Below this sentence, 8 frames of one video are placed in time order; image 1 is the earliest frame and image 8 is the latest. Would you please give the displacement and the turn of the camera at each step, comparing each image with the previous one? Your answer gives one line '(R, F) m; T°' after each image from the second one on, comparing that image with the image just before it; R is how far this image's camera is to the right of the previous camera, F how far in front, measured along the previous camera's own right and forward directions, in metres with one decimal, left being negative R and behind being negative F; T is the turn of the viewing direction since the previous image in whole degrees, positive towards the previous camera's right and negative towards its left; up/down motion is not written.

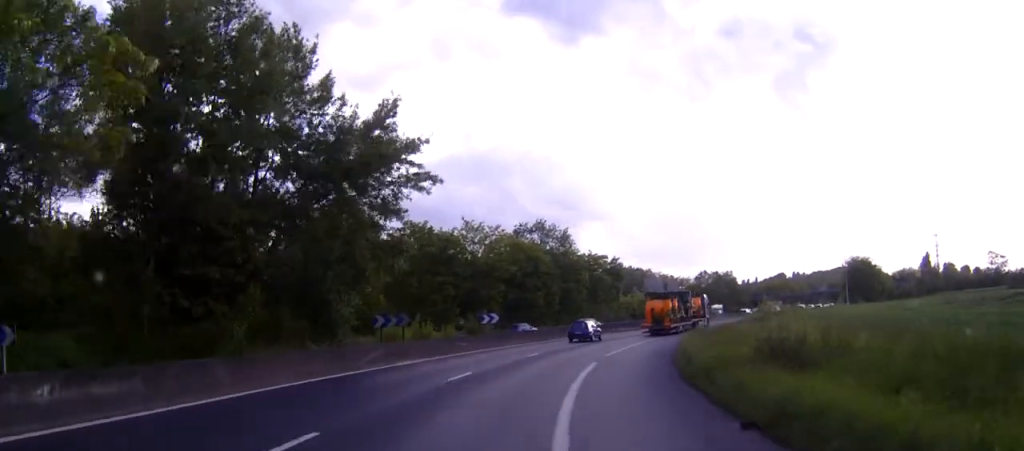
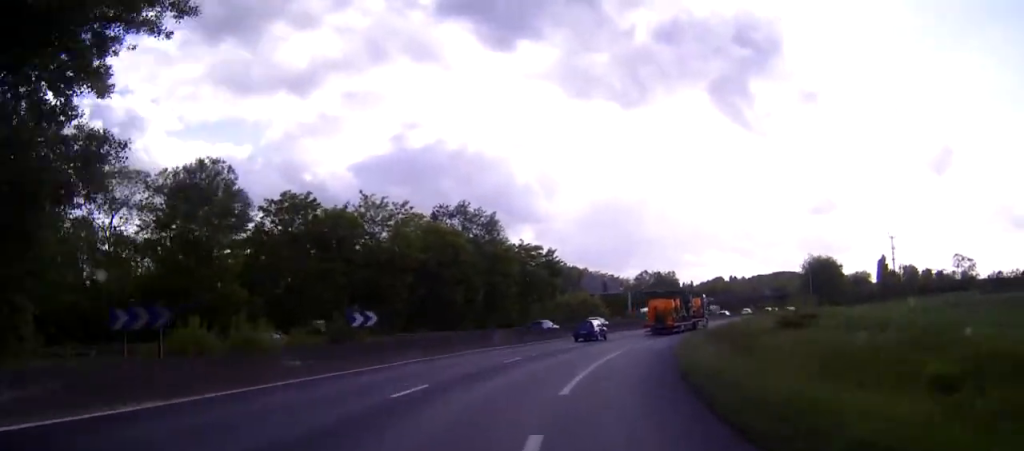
(+0.8, +17.4) m; +5°
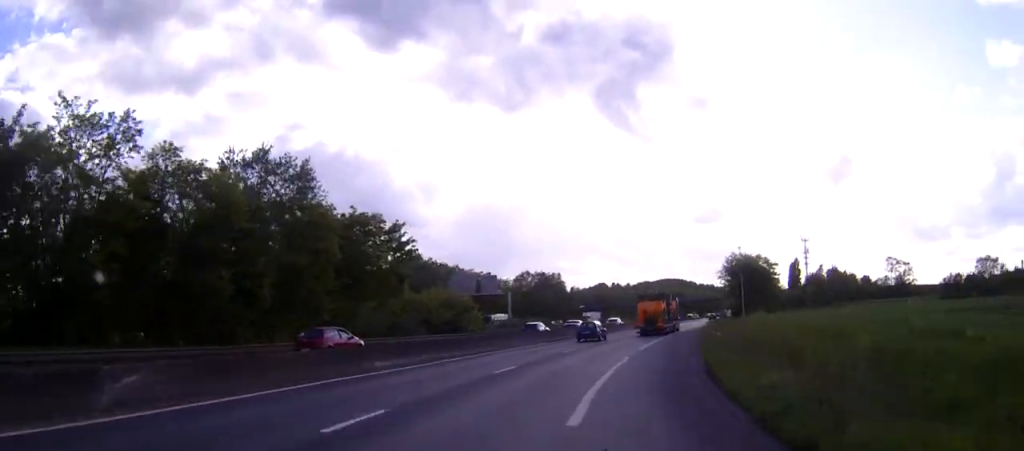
(+2.3, +30.1) m; +9°
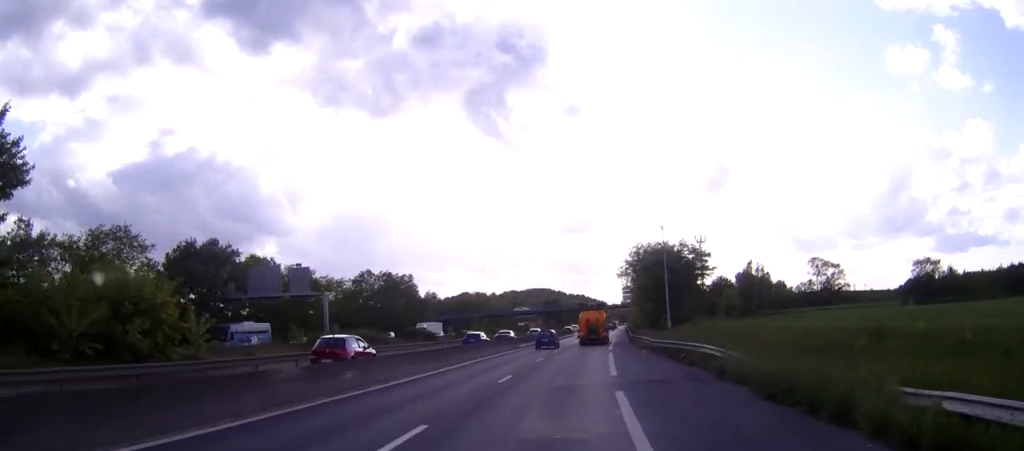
(+3.9, +39.0) m; +10°
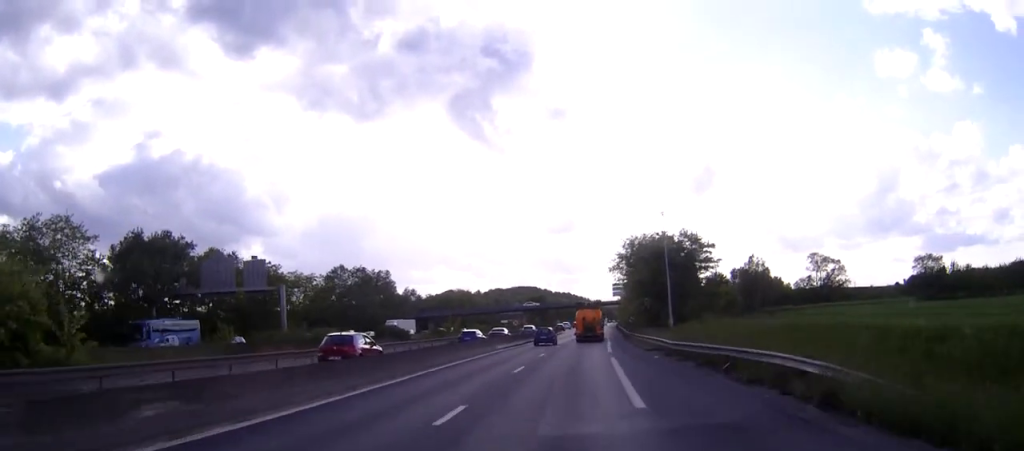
(+0.1, +10.5) m; +2°
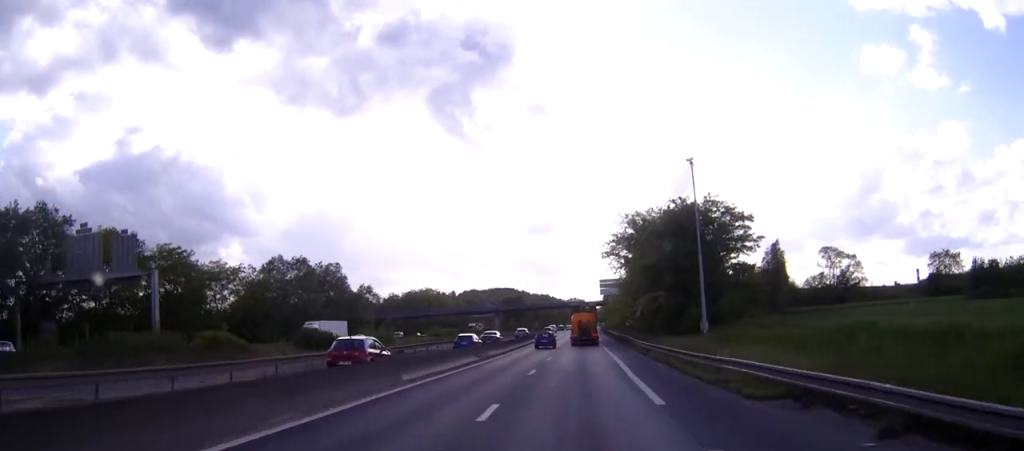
(+0.8, +24.7) m; +3°
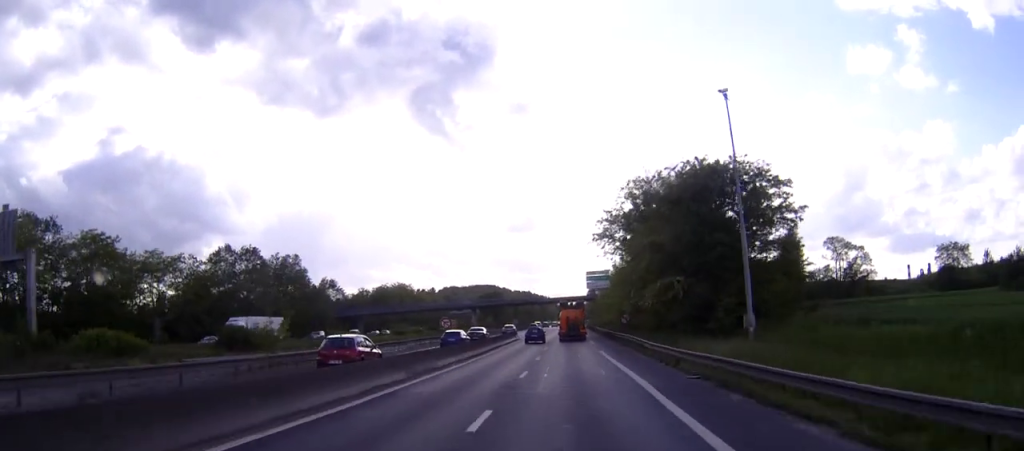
(+0.2, +15.0) m; +1°
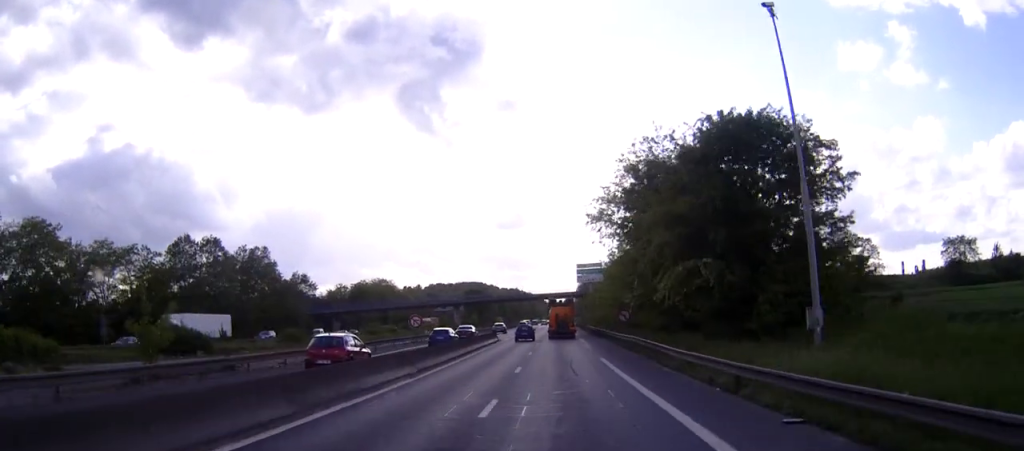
(+0.1, +10.1) m; +1°
